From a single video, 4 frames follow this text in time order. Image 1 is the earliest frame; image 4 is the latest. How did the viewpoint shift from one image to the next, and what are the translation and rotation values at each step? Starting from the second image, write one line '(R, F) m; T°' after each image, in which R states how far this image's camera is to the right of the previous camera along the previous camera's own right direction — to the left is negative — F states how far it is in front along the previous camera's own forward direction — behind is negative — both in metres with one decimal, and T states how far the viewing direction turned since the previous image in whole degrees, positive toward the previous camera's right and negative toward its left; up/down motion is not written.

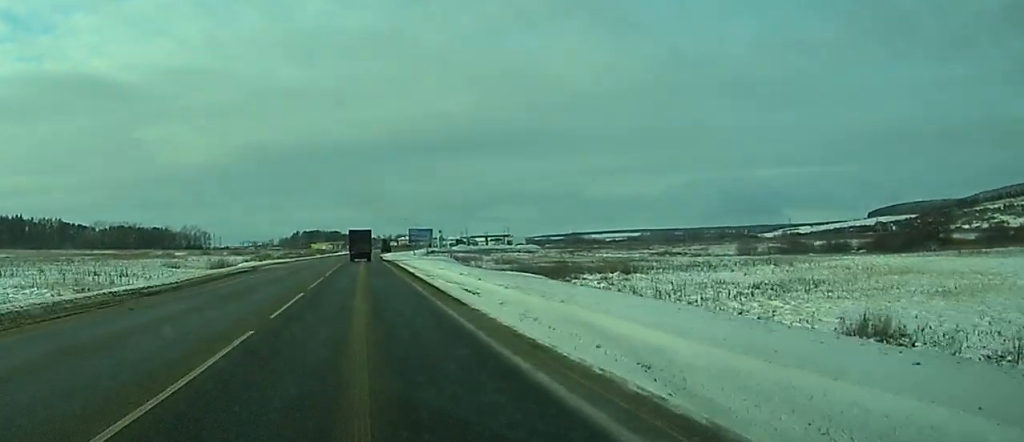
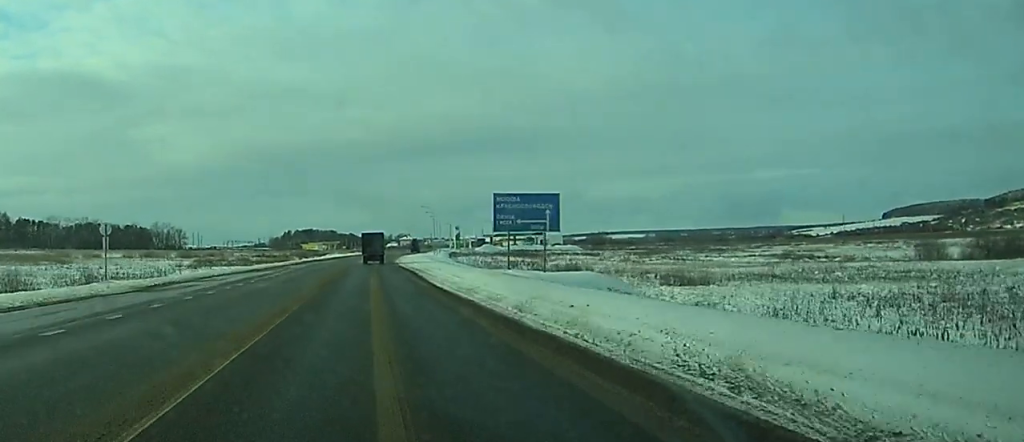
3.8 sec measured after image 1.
(-0.2, +84.0) m; +1°
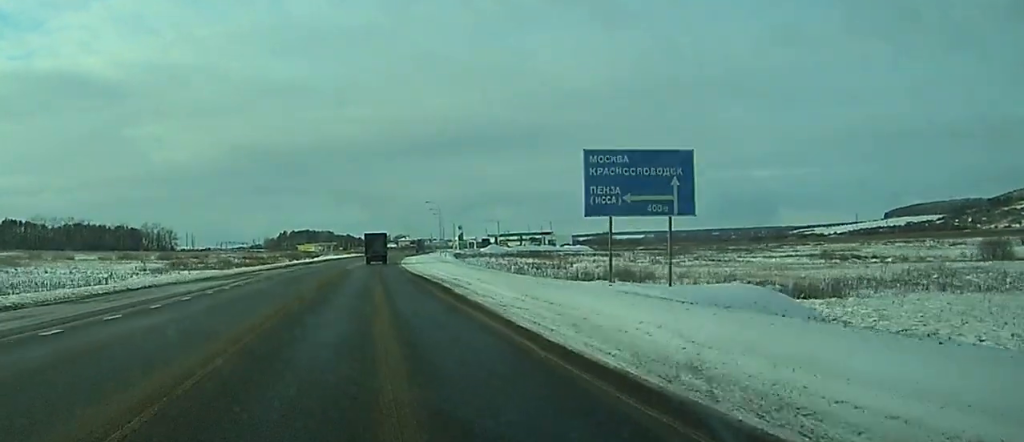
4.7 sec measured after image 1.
(+0.1, +19.8) m; 0°
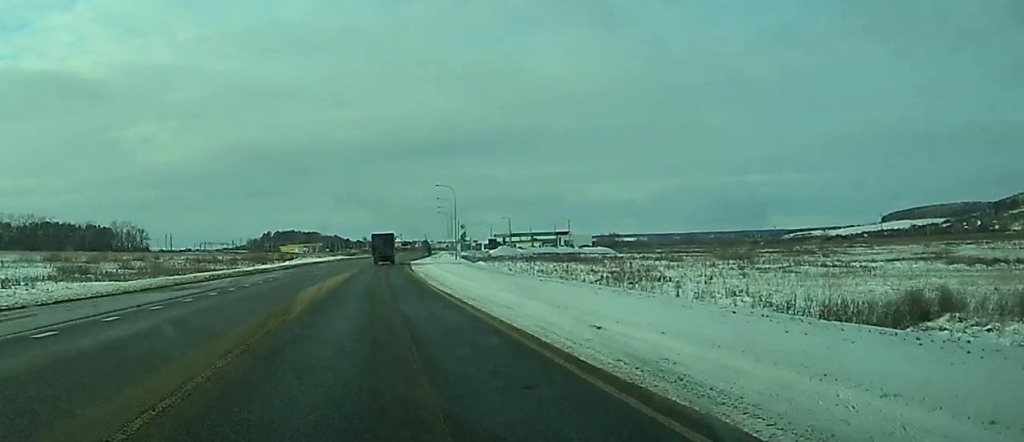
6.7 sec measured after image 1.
(-0.1, +44.5) m; 0°
